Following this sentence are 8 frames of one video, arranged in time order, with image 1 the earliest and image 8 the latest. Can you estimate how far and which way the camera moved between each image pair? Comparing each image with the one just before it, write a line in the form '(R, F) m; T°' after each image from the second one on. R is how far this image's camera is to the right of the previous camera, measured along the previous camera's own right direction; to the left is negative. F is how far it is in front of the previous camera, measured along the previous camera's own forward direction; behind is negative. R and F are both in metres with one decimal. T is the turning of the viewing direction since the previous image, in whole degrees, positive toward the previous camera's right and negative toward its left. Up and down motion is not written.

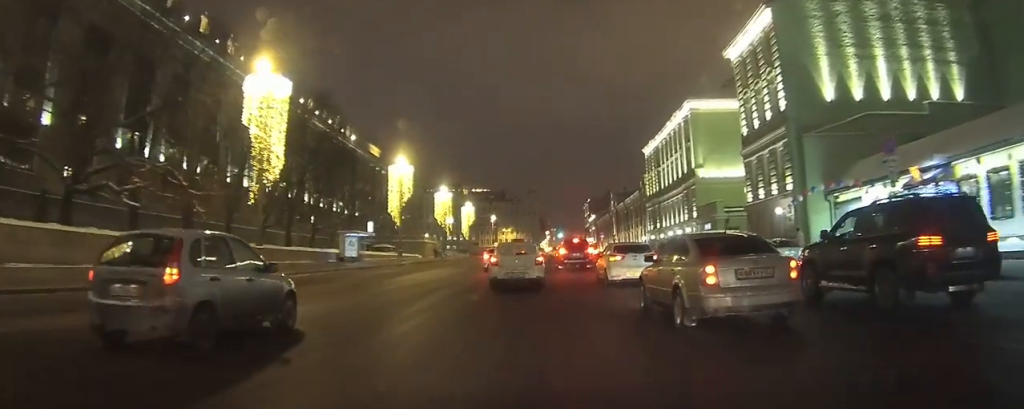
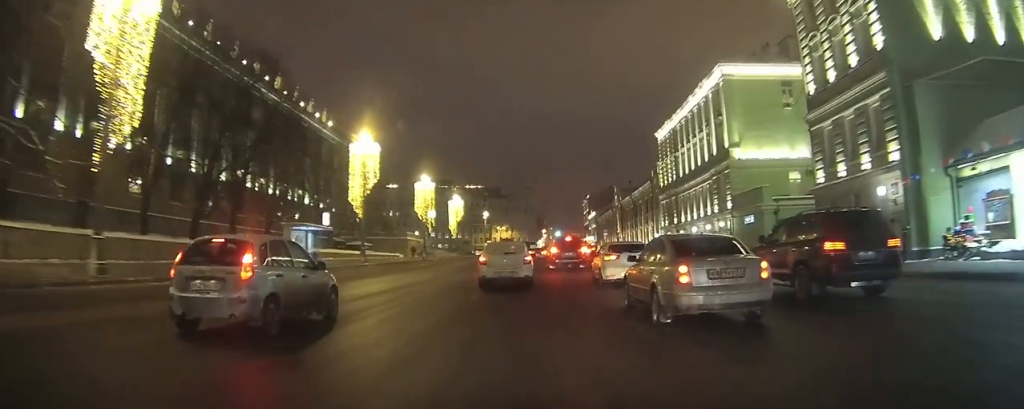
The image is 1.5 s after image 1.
(+0.1, +11.4) m; +1°
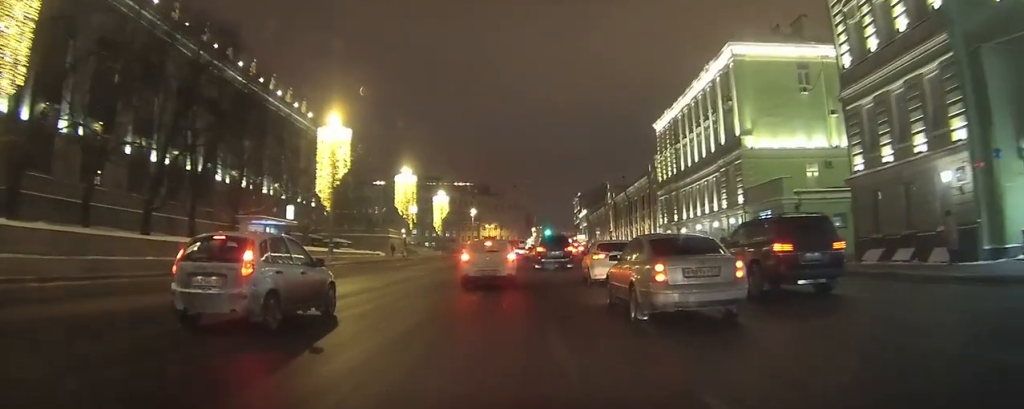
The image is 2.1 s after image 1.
(0.0, +5.0) m; 0°
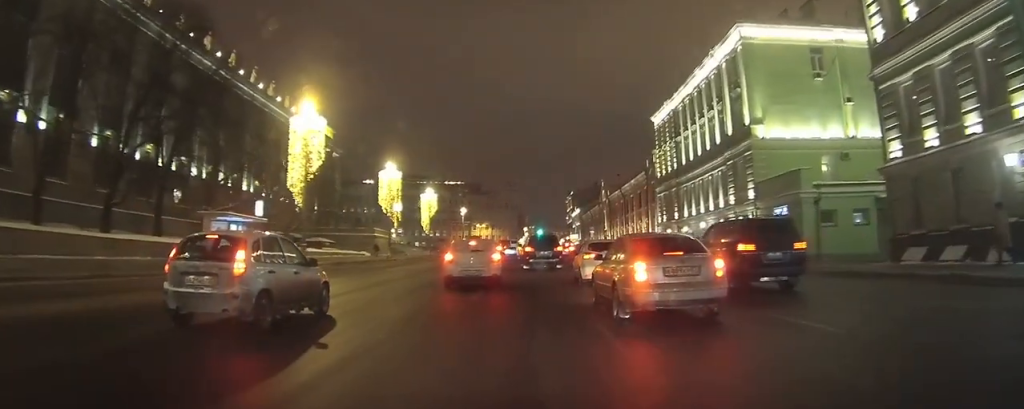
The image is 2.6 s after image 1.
(0.0, +3.7) m; 0°
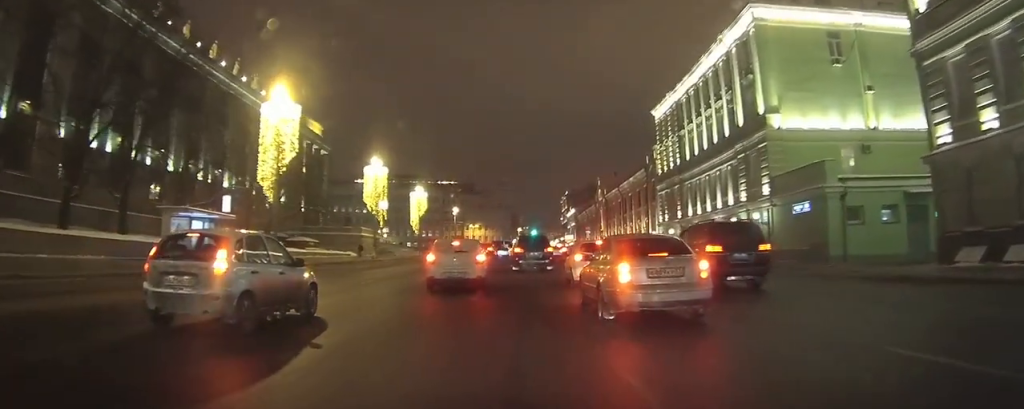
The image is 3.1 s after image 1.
(0.0, +3.6) m; 0°
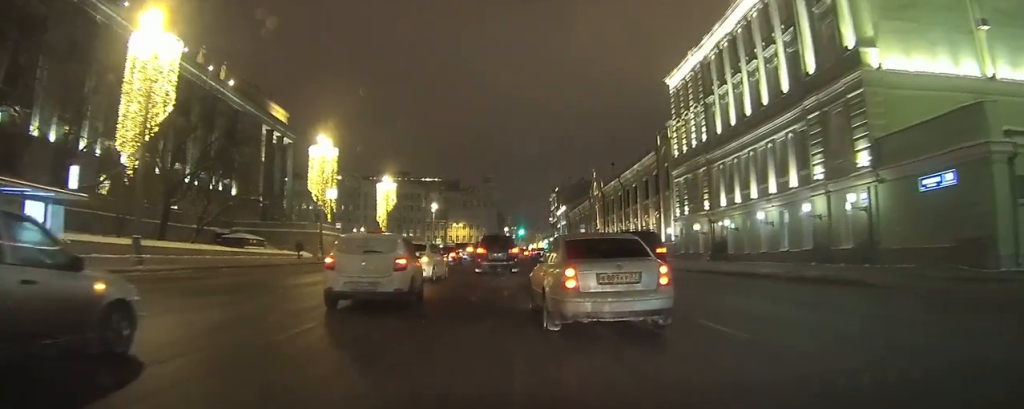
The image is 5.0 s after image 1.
(+0.2, +12.7) m; +1°
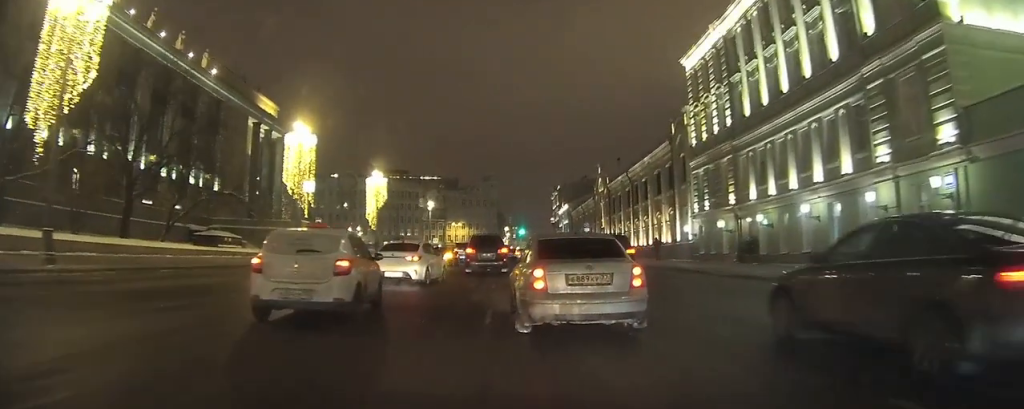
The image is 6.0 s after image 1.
(0.0, +5.9) m; 0°
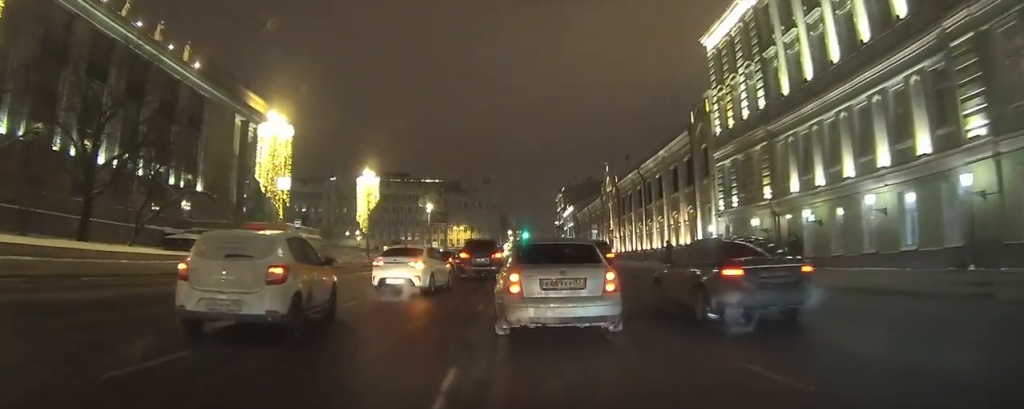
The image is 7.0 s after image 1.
(0.0, +5.8) m; 0°
